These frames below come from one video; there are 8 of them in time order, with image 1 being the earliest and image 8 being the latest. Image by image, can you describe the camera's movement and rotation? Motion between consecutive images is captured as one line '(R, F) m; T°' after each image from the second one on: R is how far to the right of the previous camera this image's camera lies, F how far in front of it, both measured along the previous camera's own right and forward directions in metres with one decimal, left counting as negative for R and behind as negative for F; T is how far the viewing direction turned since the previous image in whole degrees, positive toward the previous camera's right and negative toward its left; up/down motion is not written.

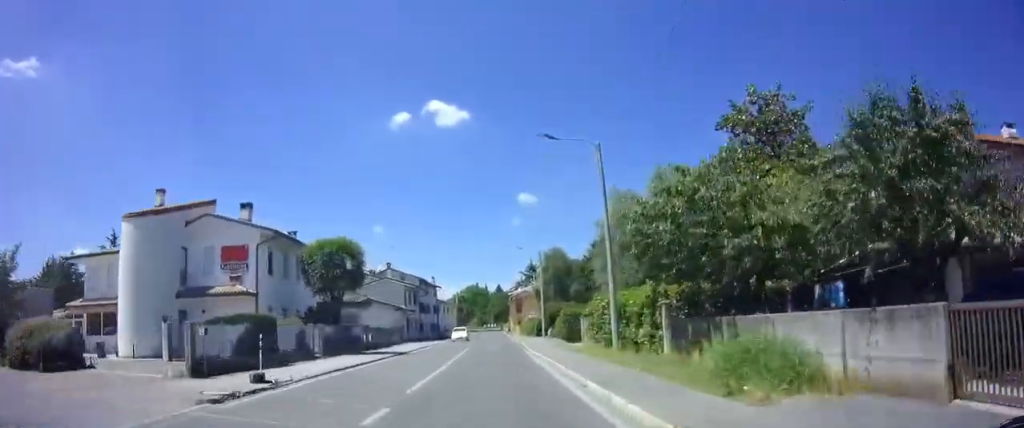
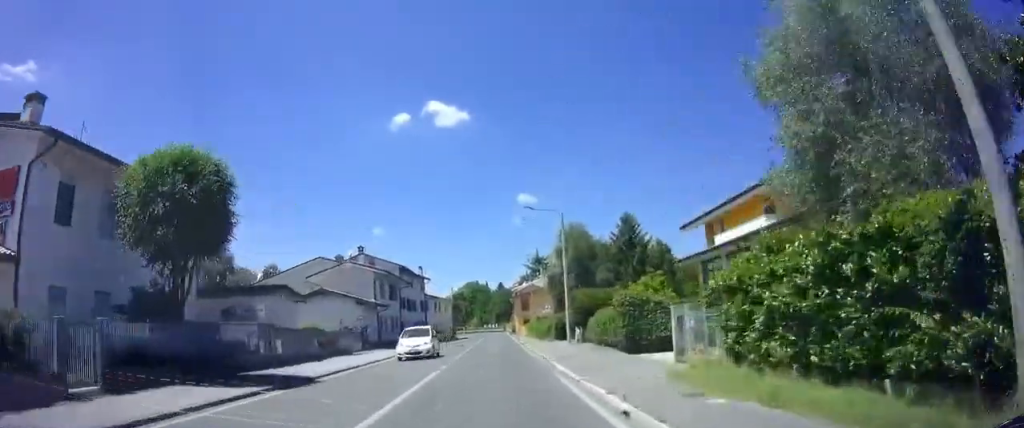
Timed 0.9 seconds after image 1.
(0.0, +15.6) m; 0°
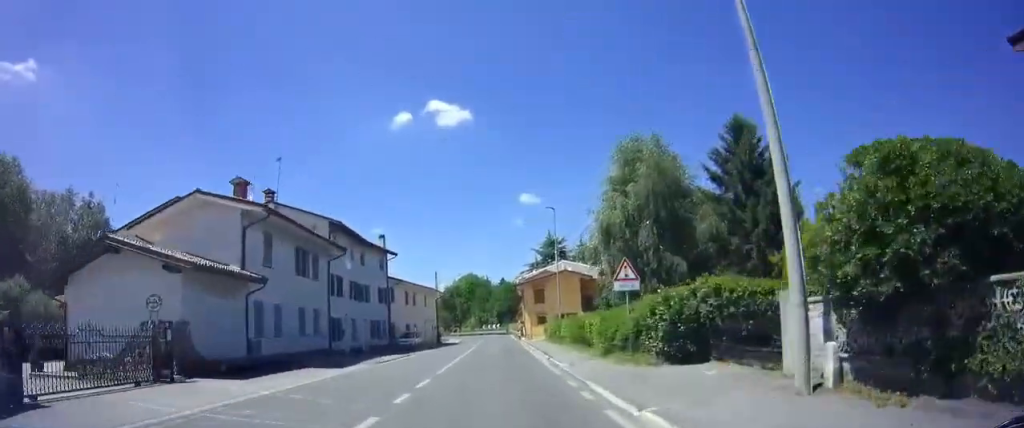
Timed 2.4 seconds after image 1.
(-0.2, +25.0) m; -1°
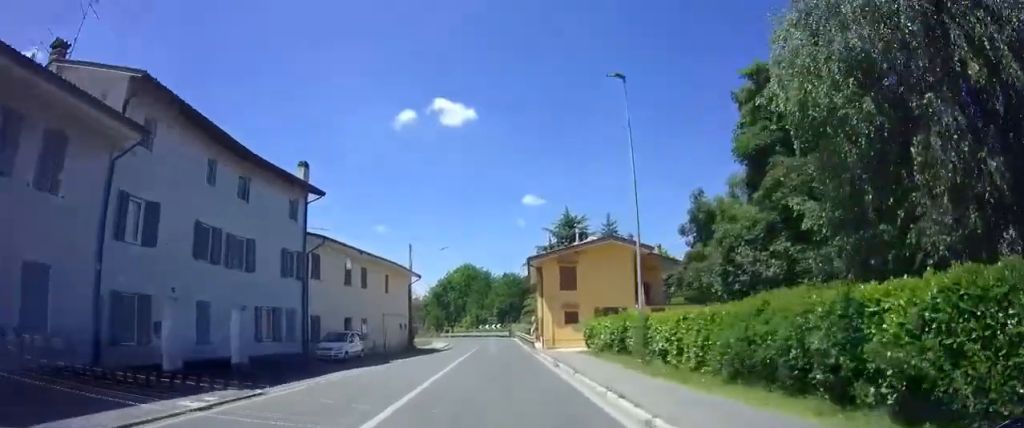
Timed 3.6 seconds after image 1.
(0.0, +21.0) m; 0°
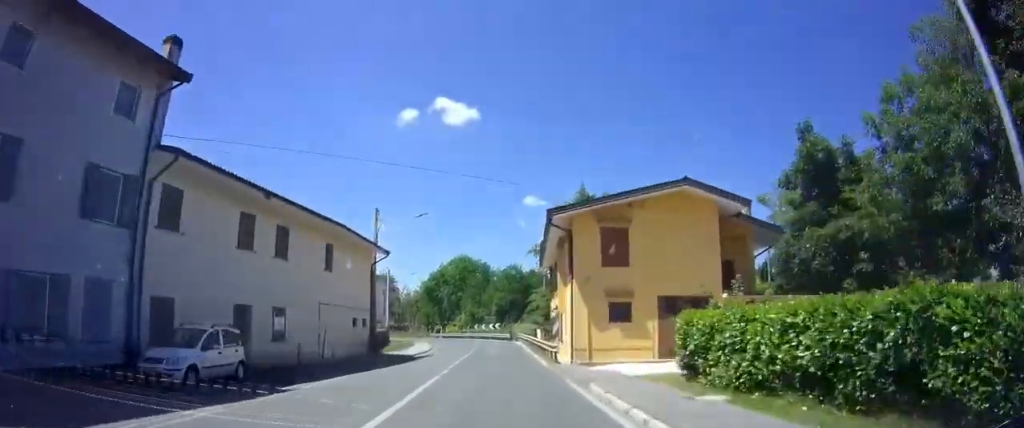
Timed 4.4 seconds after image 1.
(+0.1, +11.9) m; -1°
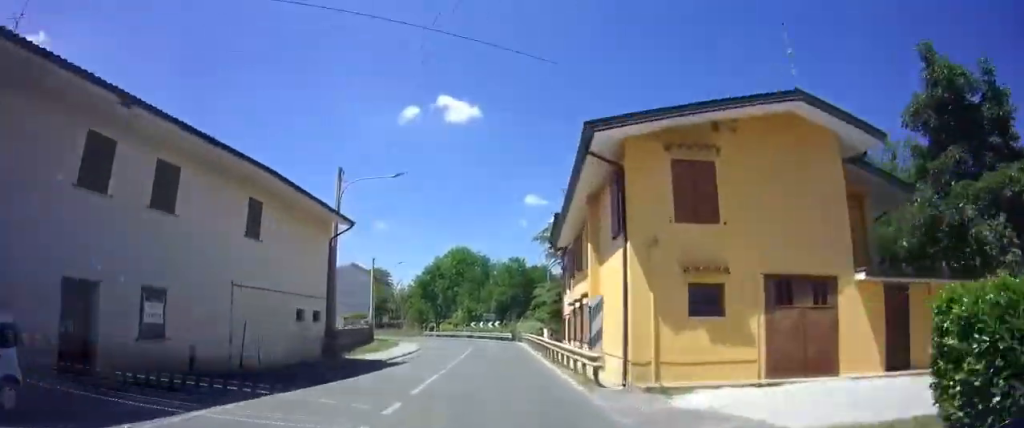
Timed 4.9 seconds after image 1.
(-0.1, +8.3) m; 0°
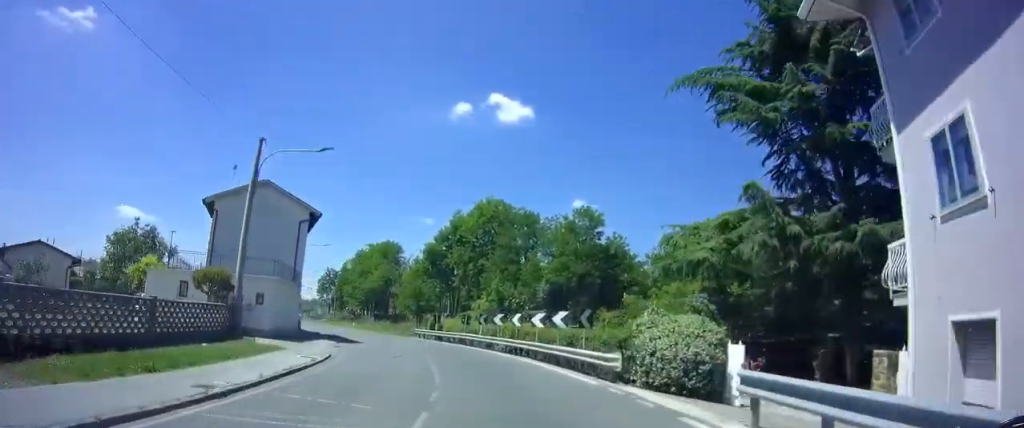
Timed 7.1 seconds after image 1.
(-0.9, +33.6) m; -7°
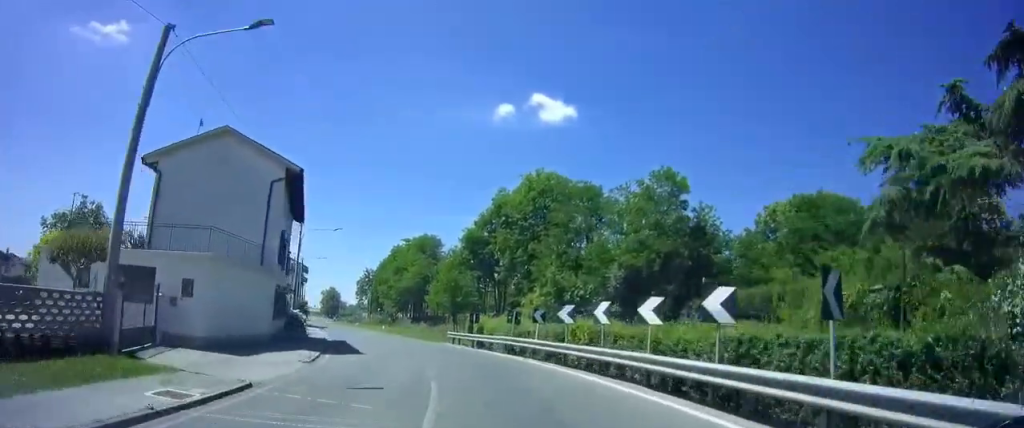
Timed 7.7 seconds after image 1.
(-0.5, +10.5) m; -5°
